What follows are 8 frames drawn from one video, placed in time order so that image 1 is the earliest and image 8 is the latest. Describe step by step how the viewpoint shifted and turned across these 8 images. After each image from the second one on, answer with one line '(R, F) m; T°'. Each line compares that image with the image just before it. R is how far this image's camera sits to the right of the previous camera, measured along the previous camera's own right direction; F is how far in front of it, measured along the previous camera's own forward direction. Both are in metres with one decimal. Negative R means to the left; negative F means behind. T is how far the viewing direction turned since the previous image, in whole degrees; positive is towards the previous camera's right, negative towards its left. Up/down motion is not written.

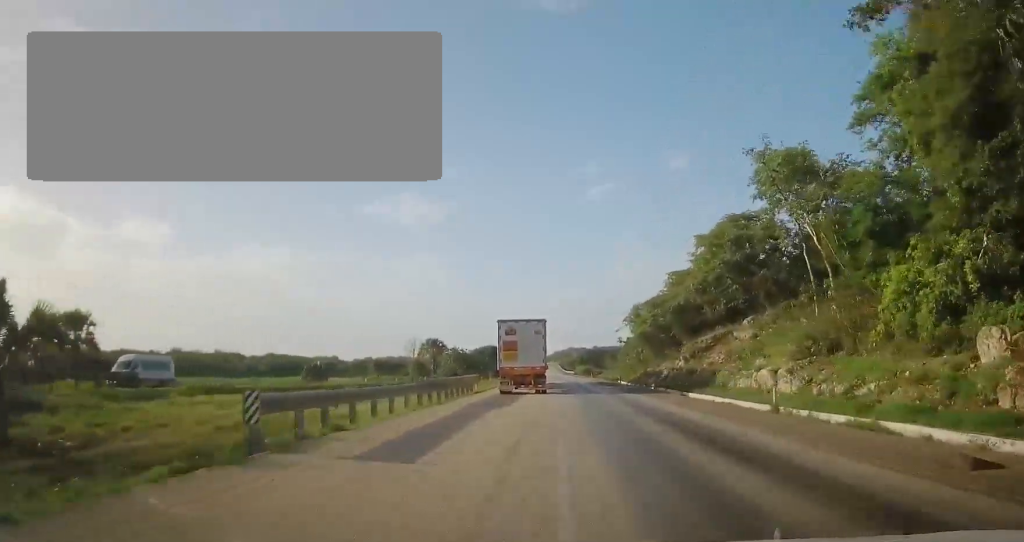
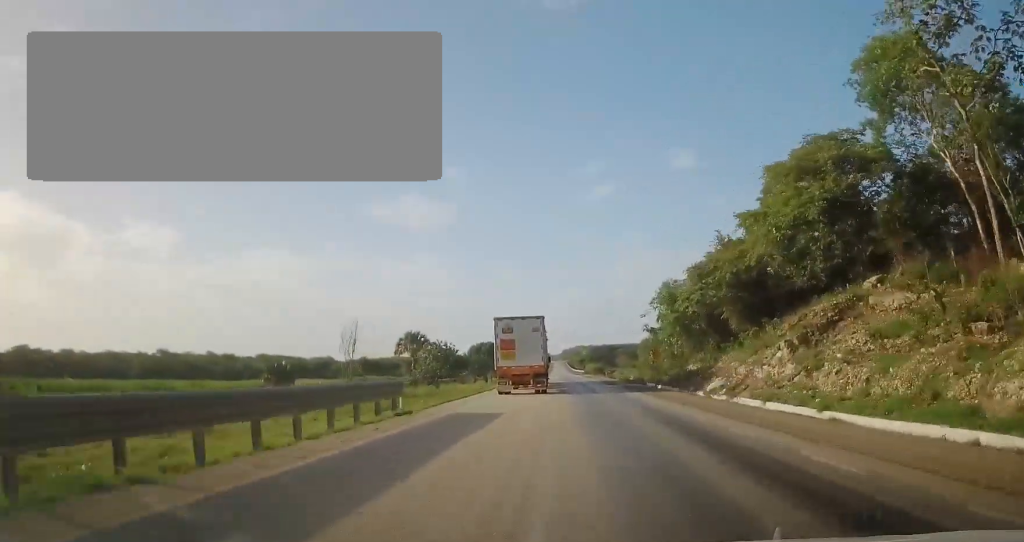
(+0.1, +18.4) m; -1°
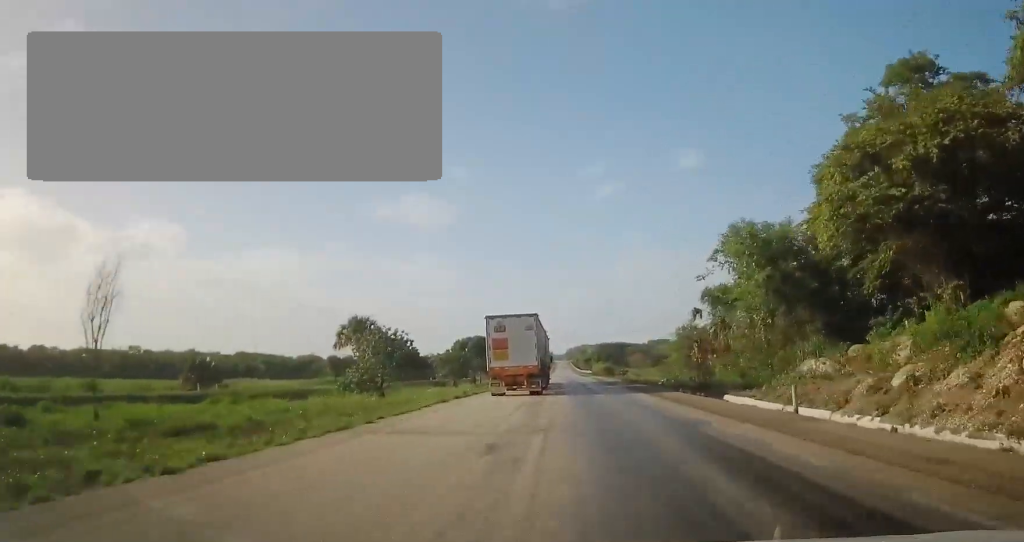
(-0.2, +23.8) m; -1°
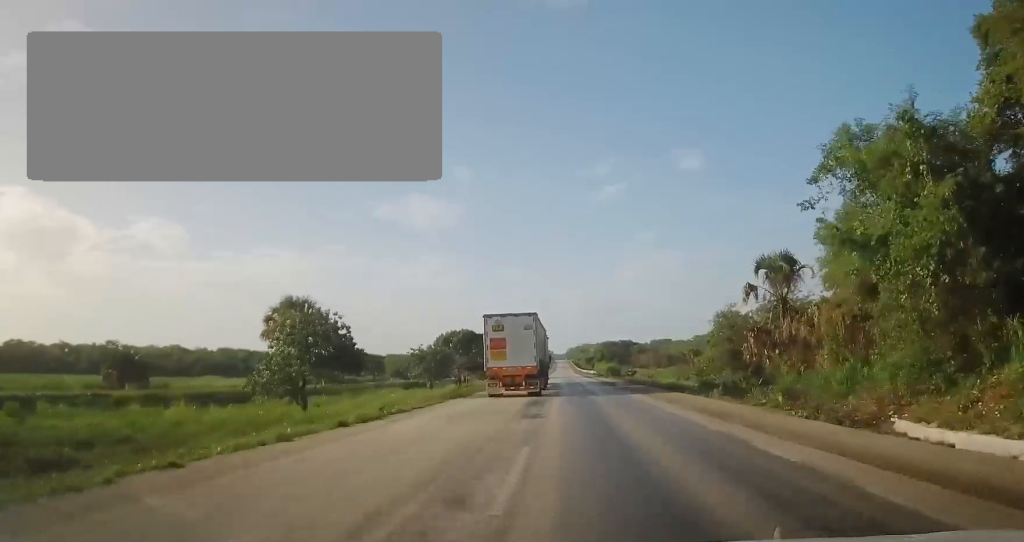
(-0.2, +15.6) m; -1°
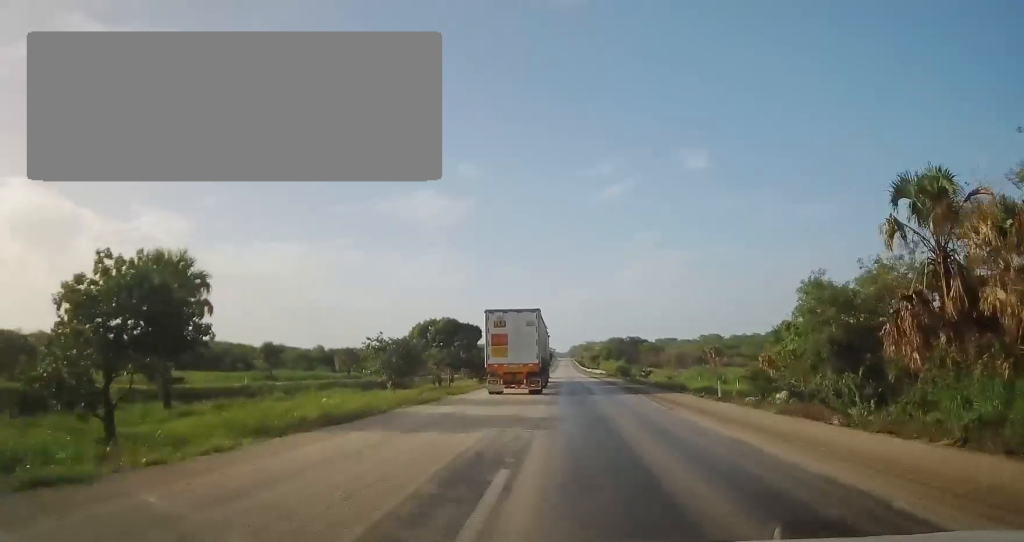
(+0.1, +17.1) m; 0°
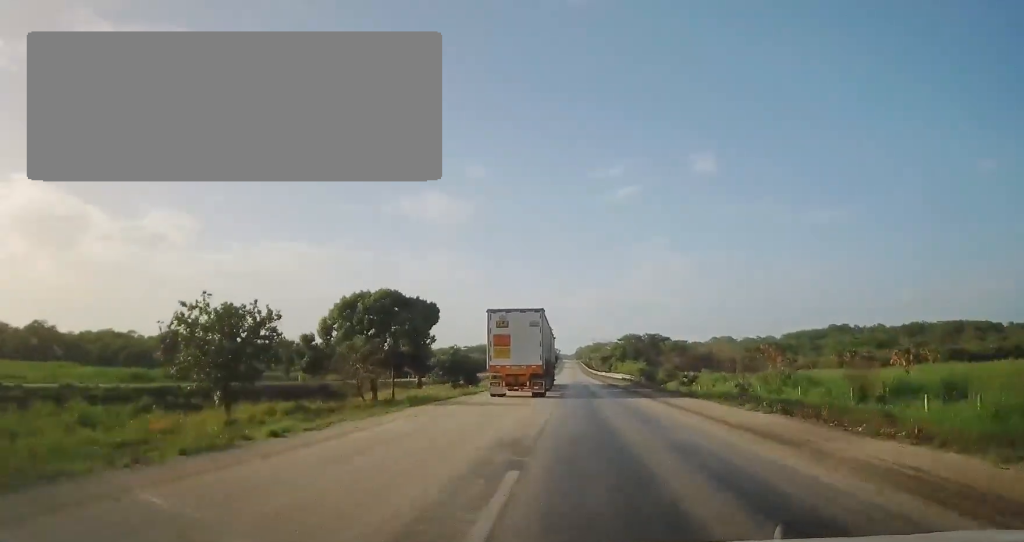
(+0.1, +29.8) m; -1°
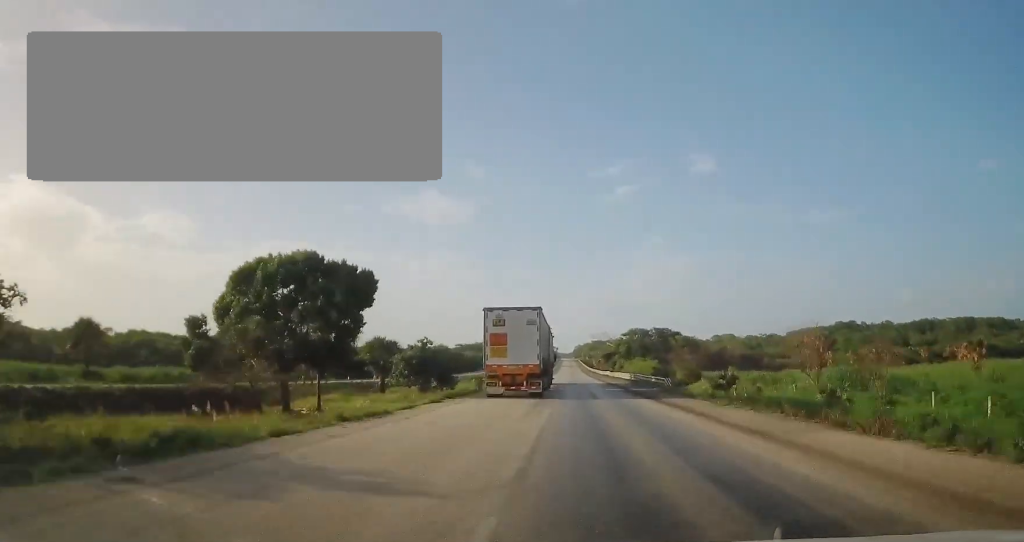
(-0.4, +16.7) m; 0°
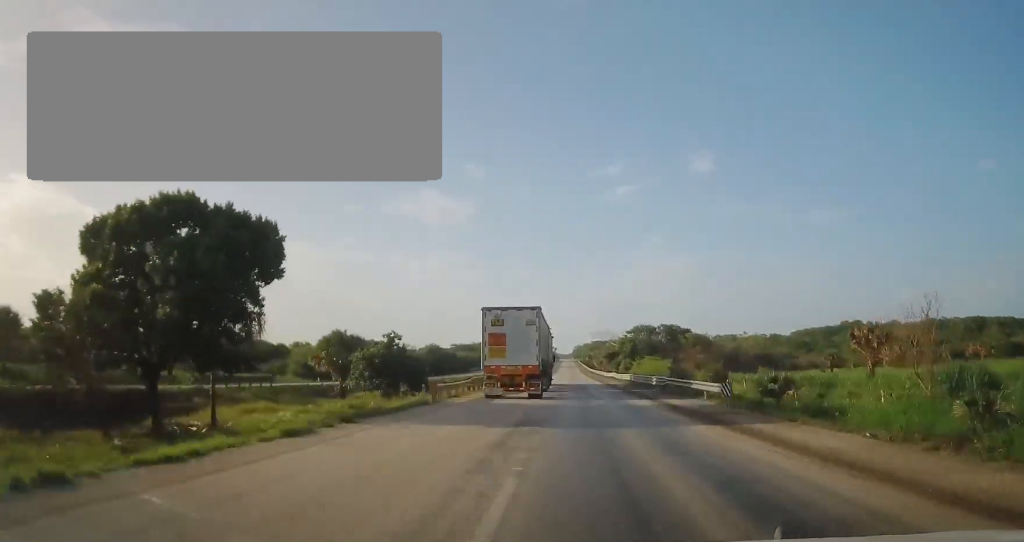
(-0.1, +12.6) m; 0°
